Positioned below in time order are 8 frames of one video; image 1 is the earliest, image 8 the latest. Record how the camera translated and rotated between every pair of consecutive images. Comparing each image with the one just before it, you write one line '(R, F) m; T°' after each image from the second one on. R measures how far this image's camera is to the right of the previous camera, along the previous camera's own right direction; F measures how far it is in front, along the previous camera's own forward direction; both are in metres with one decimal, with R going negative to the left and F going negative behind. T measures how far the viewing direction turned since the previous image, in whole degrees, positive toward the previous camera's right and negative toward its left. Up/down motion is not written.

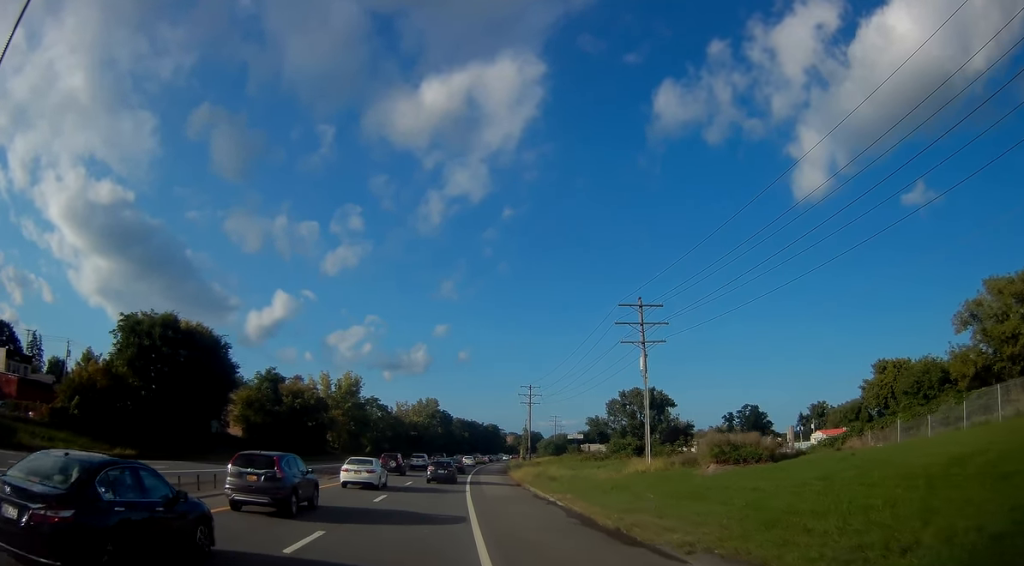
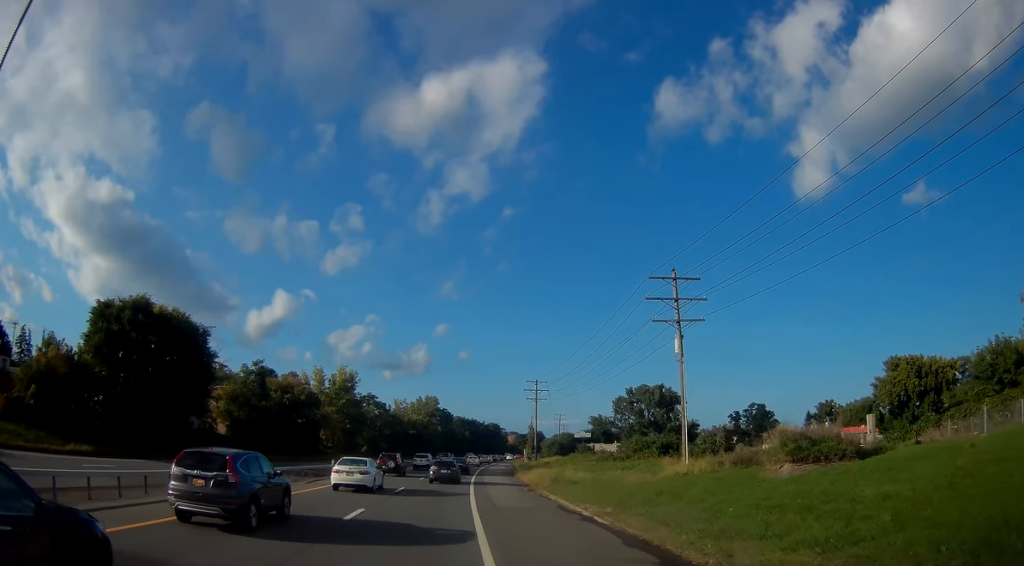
(0.0, +7.0) m; +1°
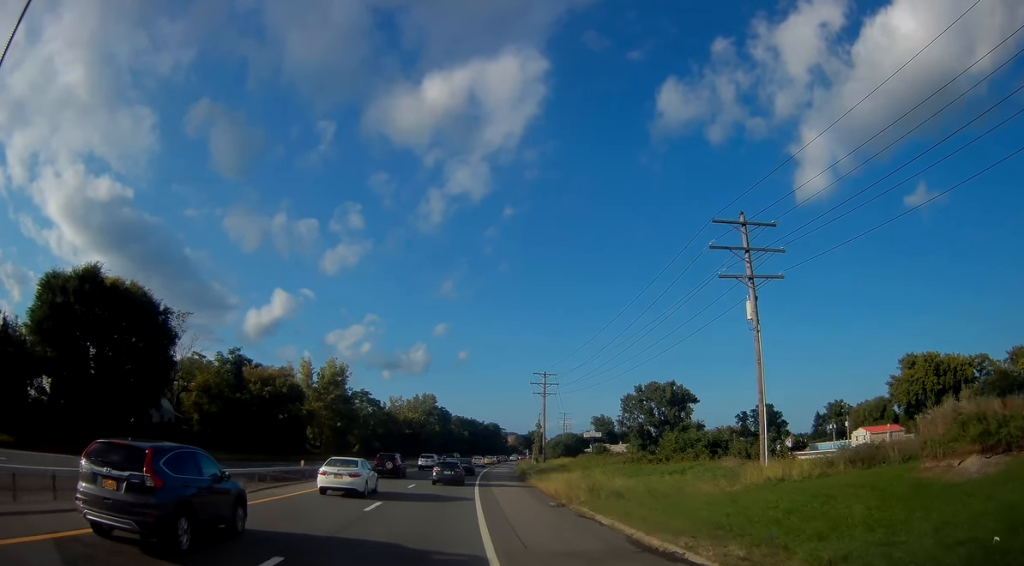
(+0.2, +9.7) m; -1°
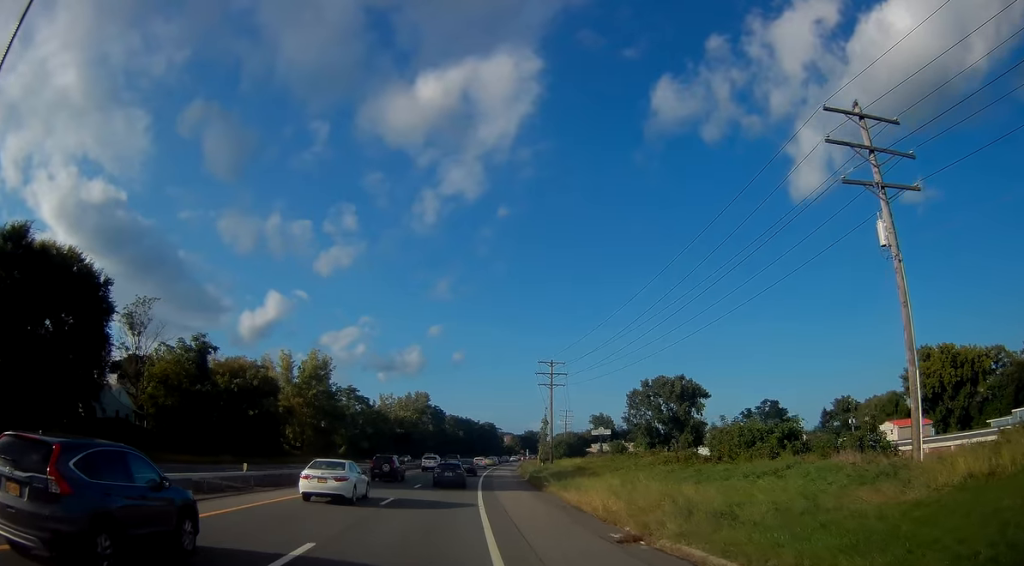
(-0.3, +10.2) m; -1°
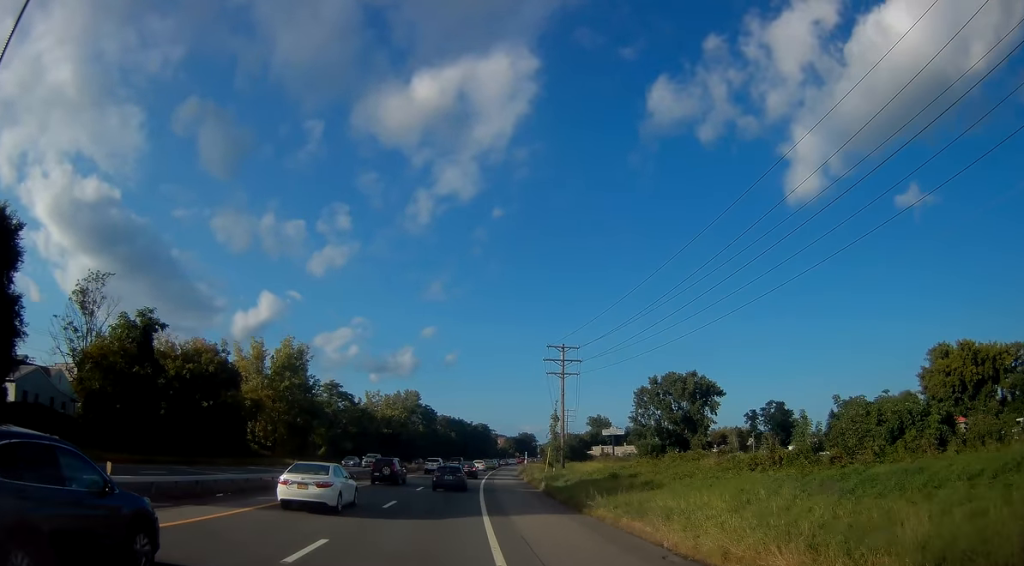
(+0.4, +12.0) m; +4°
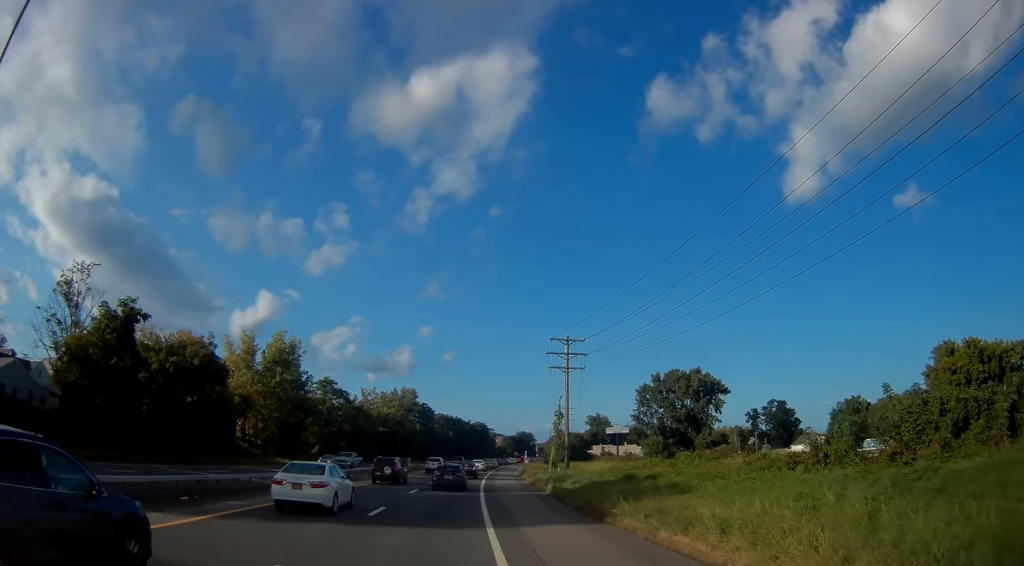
(0.0, +3.4) m; 0°
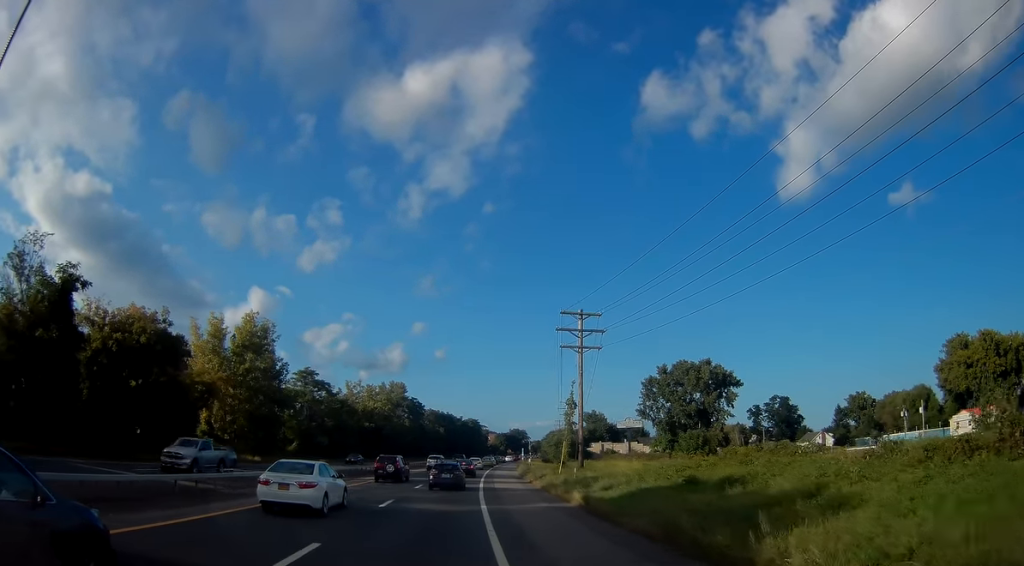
(0.0, +9.6) m; 0°
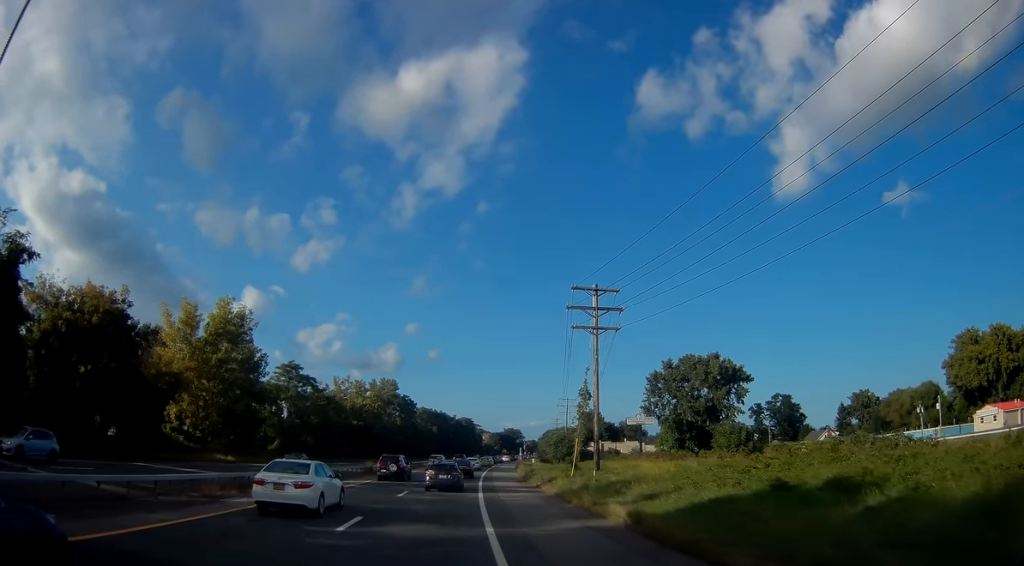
(0.0, +6.7) m; 0°
